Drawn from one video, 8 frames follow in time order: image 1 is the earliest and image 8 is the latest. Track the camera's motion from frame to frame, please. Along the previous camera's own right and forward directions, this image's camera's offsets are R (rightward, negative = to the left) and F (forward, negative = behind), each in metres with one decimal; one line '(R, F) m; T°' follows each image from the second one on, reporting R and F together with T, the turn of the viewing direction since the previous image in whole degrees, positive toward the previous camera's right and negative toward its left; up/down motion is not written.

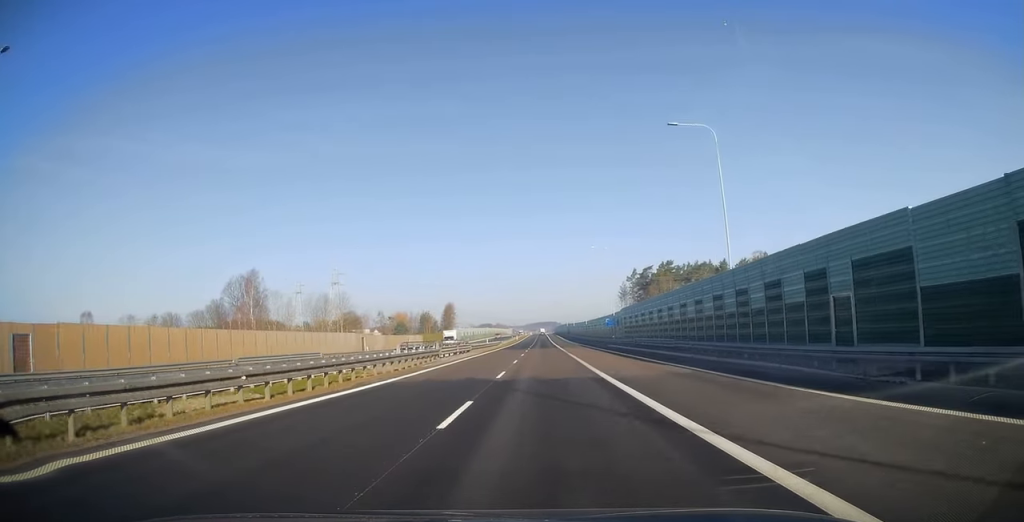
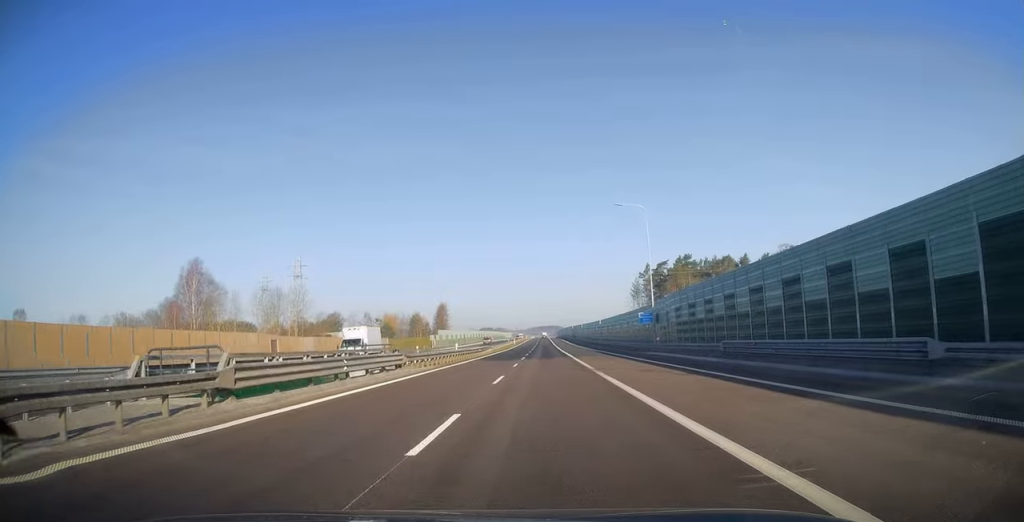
(+0.3, +25.8) m; 0°
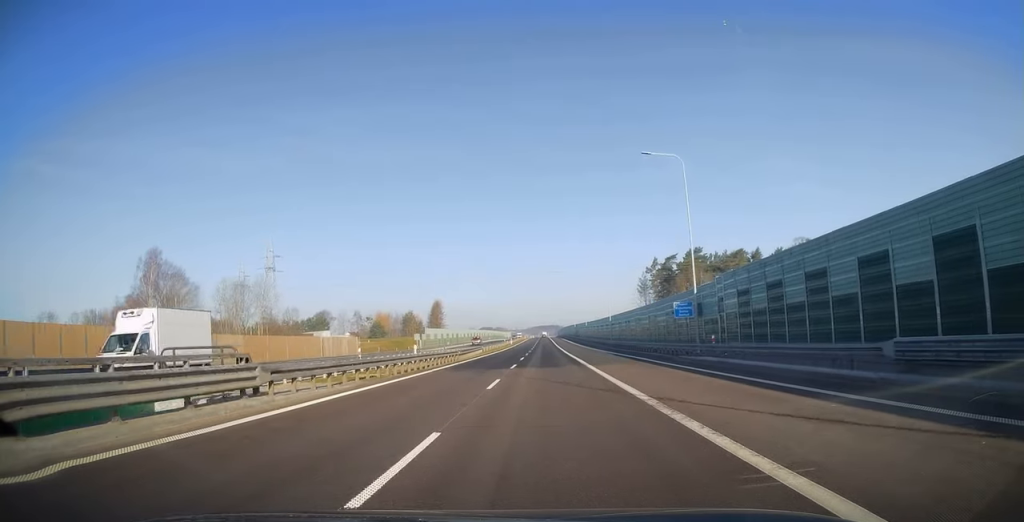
(0.0, +14.1) m; 0°
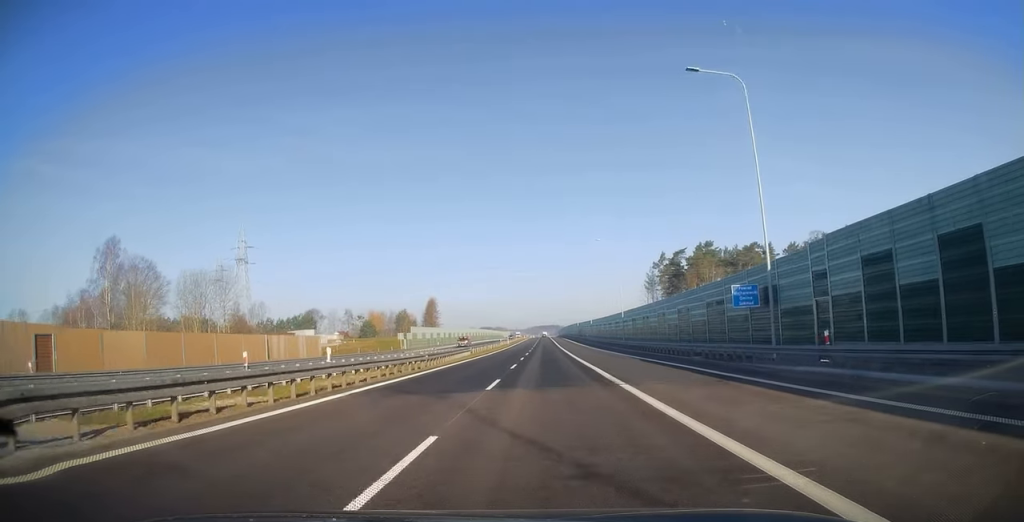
(-0.1, +12.2) m; 0°
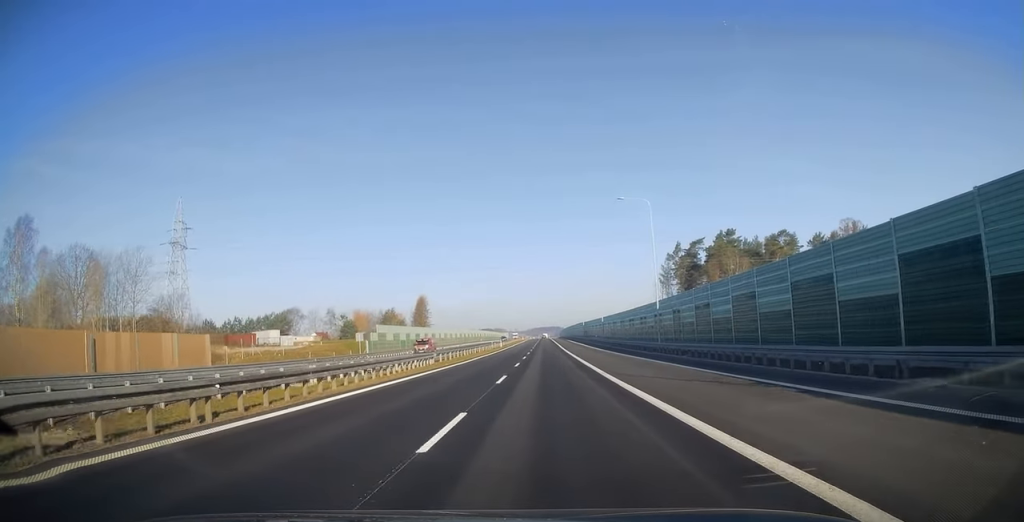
(-0.1, +20.9) m; 0°
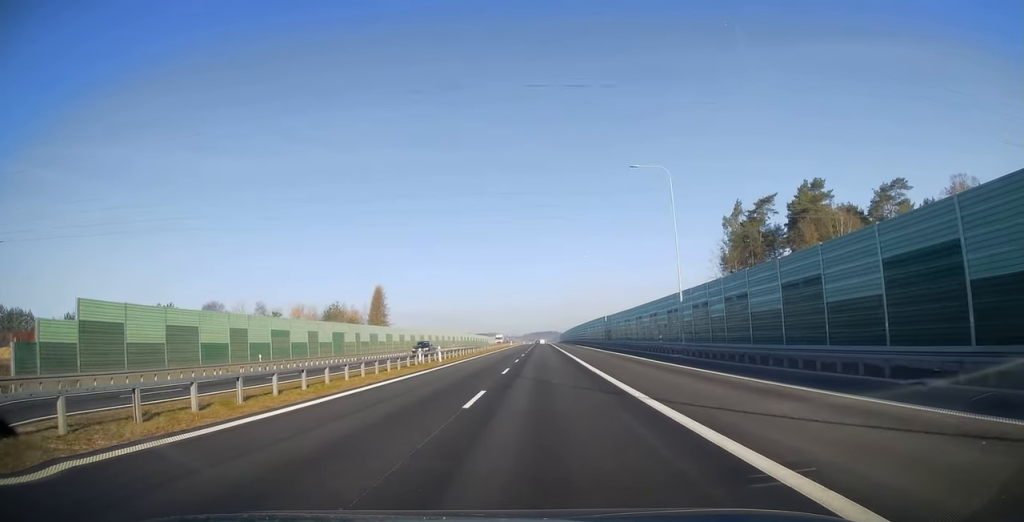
(+0.2, +54.1) m; +1°
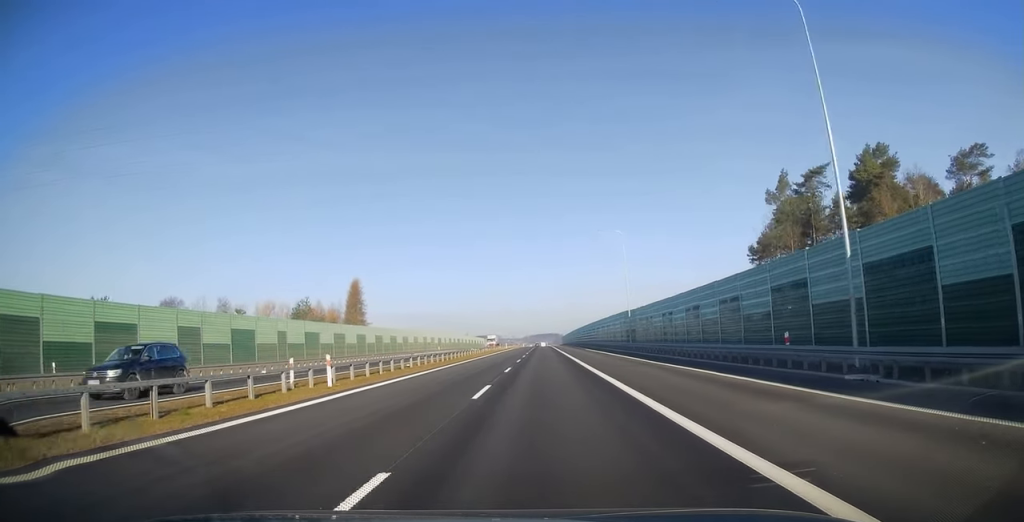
(+0.3, +21.7) m; 0°
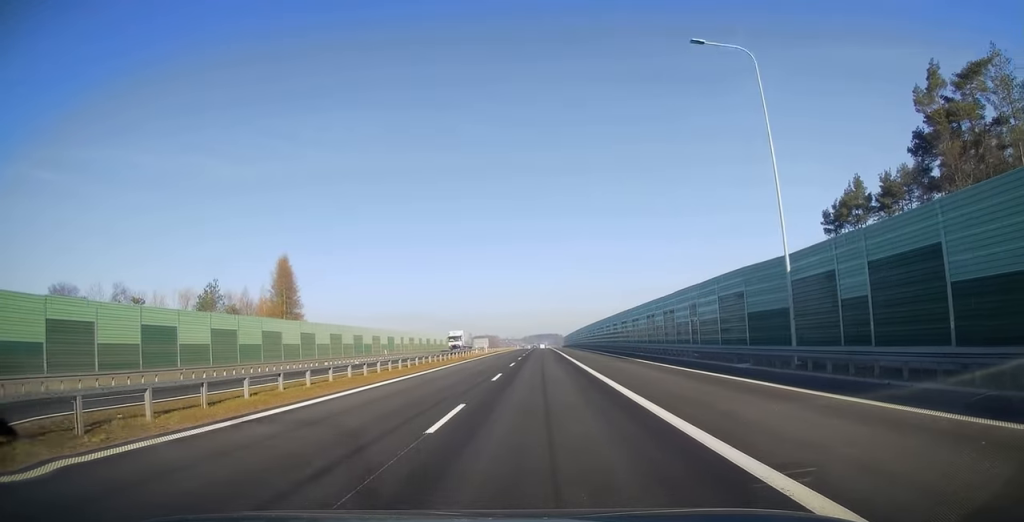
(-0.6, +40.6) m; 0°
